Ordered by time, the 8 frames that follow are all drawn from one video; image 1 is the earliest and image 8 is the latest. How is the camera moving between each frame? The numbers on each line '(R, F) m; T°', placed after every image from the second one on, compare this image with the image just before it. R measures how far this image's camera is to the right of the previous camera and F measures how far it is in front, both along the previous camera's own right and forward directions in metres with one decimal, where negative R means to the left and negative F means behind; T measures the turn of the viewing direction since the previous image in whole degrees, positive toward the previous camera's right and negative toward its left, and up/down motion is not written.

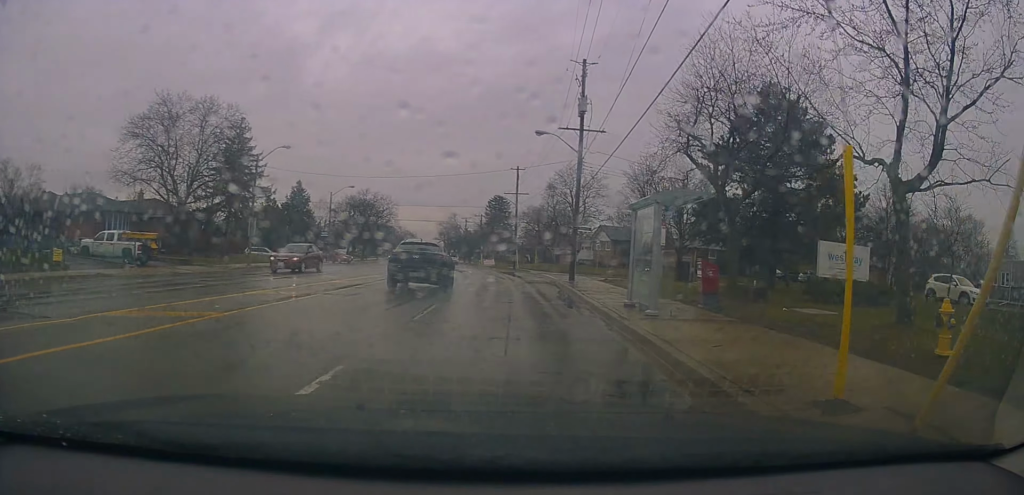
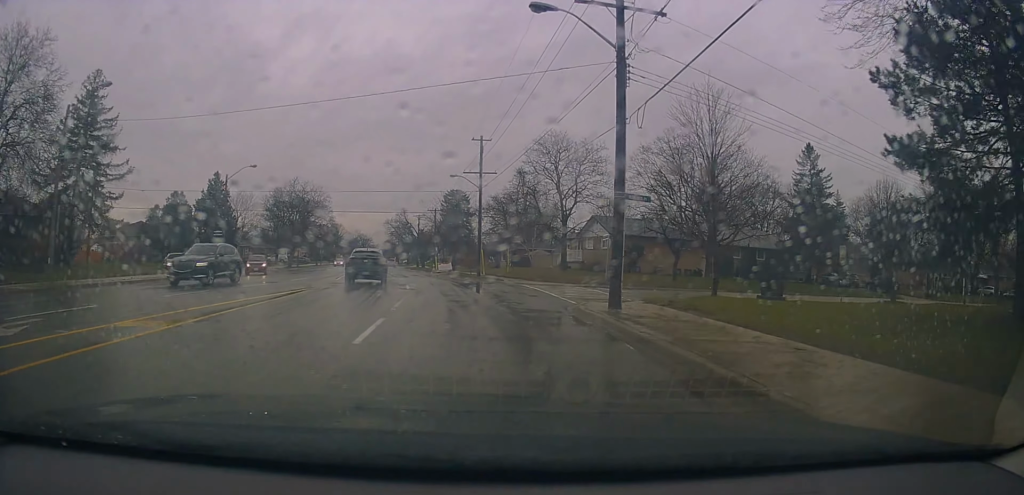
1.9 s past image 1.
(+1.0, +17.4) m; +5°
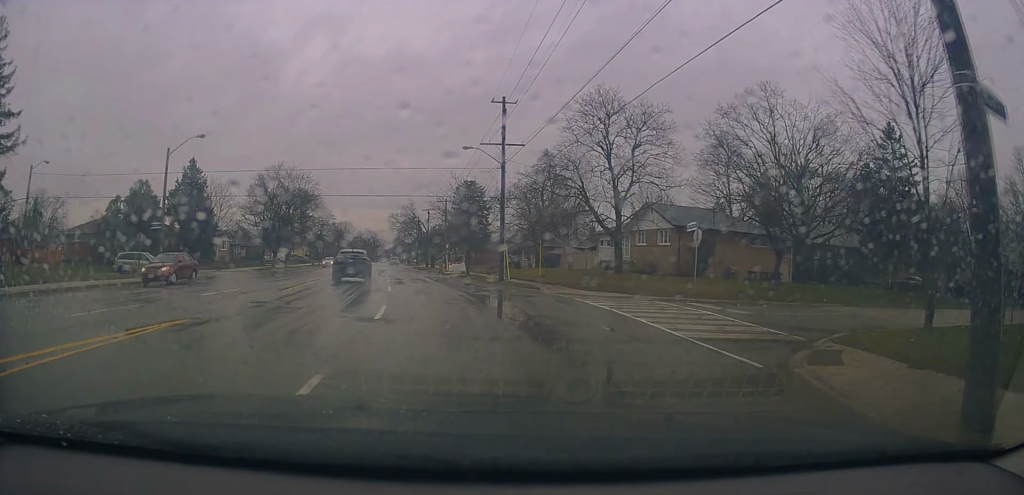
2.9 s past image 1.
(0.0, +11.7) m; -1°
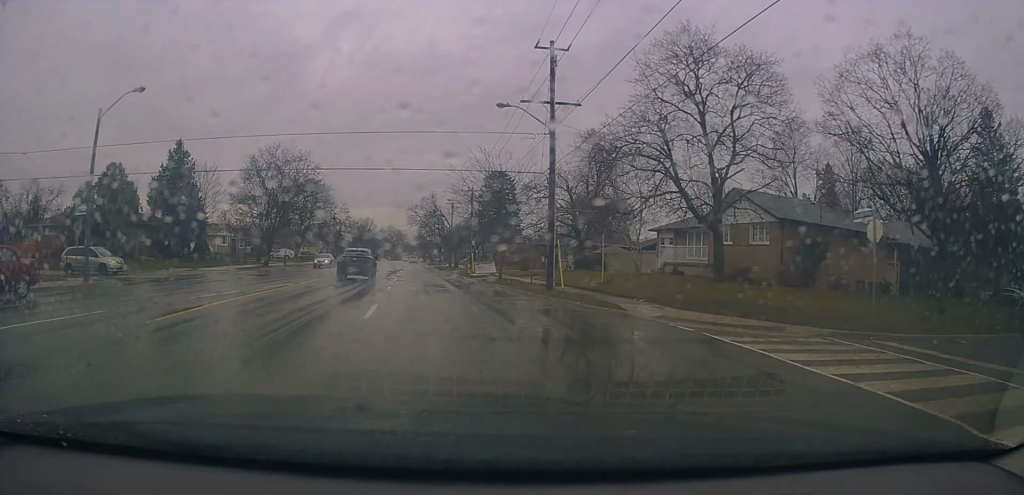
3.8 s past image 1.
(-0.2, +10.3) m; -2°
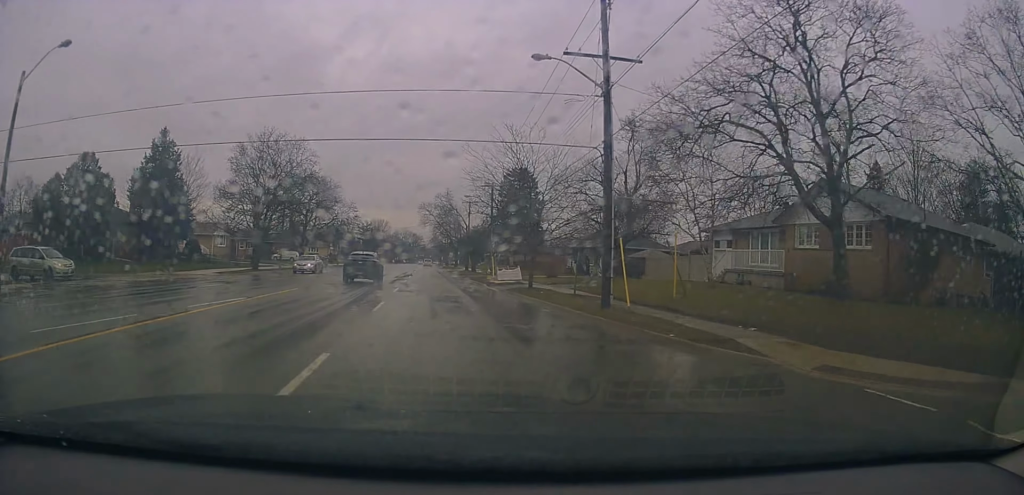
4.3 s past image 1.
(-0.1, +7.1) m; -1°
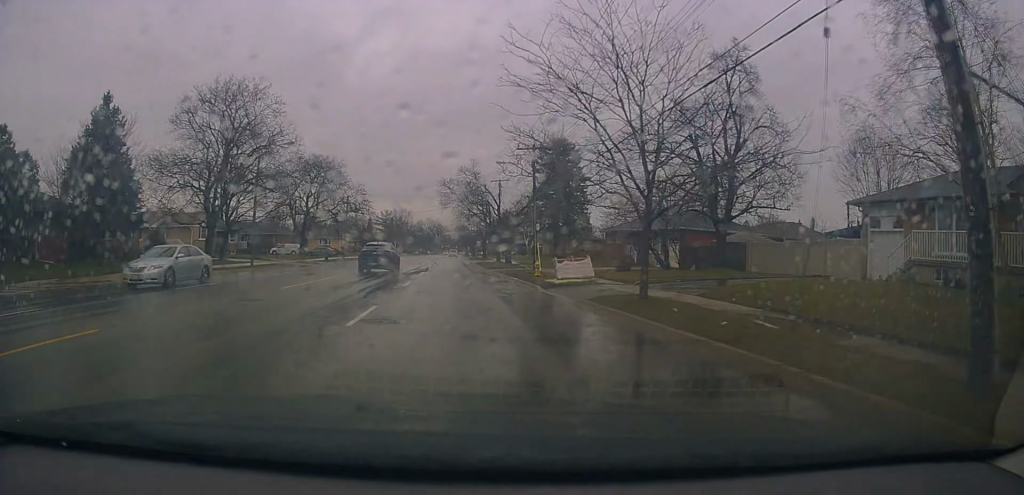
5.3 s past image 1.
(+0.1, +14.0) m; -3°
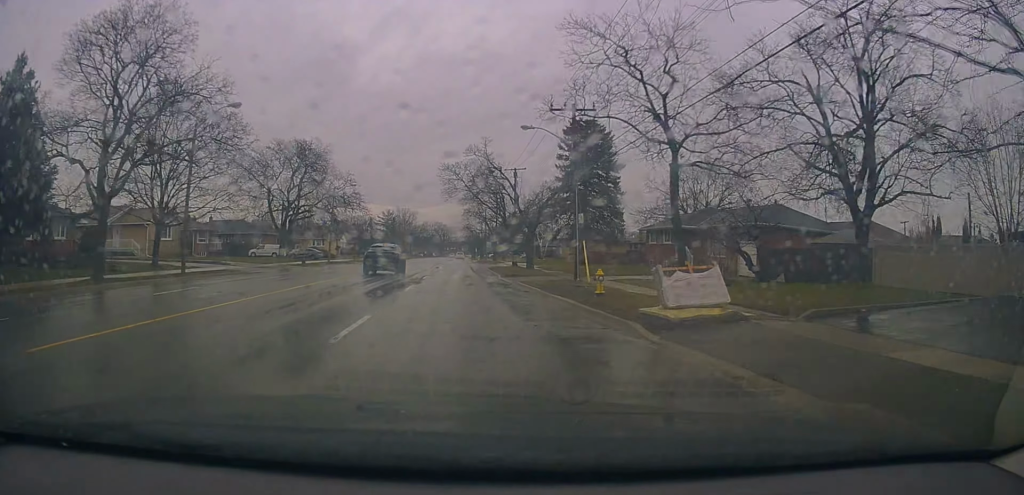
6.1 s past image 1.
(-0.7, +12.5) m; 0°
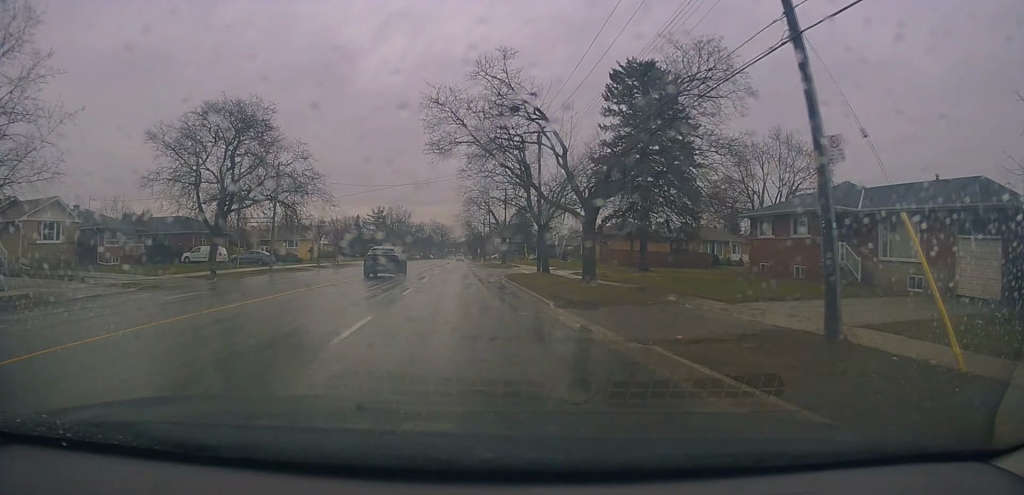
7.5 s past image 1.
(+0.8, +20.2) m; 0°
